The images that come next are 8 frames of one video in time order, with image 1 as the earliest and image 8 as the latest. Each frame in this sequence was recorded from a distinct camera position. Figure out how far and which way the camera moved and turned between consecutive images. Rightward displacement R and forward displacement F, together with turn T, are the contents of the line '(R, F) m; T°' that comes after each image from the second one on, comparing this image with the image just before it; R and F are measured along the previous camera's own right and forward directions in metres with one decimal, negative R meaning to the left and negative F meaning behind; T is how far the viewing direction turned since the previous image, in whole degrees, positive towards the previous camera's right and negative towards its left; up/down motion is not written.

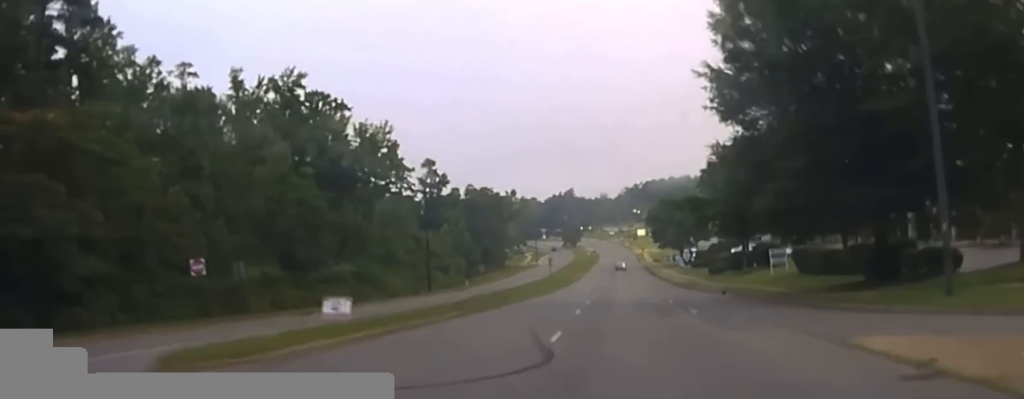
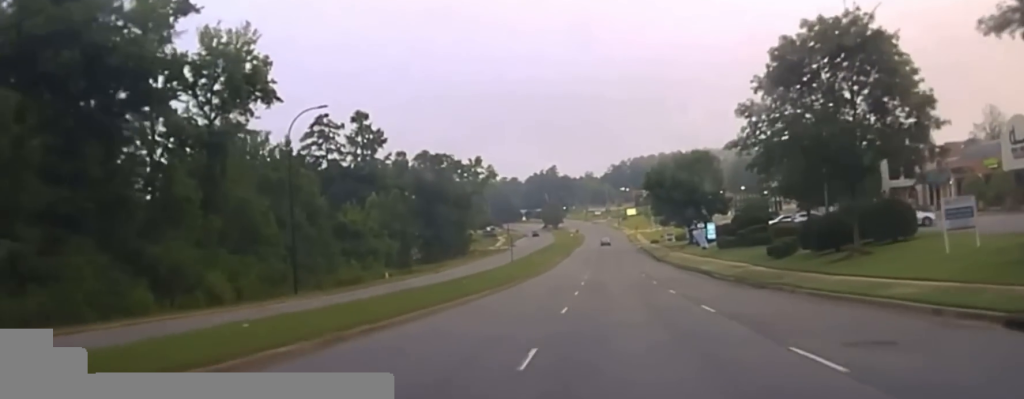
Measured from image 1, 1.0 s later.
(-1.7, +44.2) m; +2°
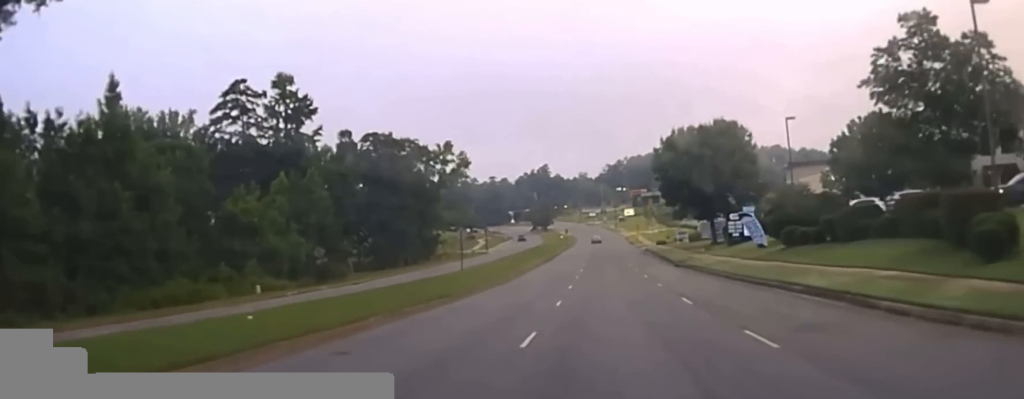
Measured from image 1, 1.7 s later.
(+2.3, +33.5) m; +2°
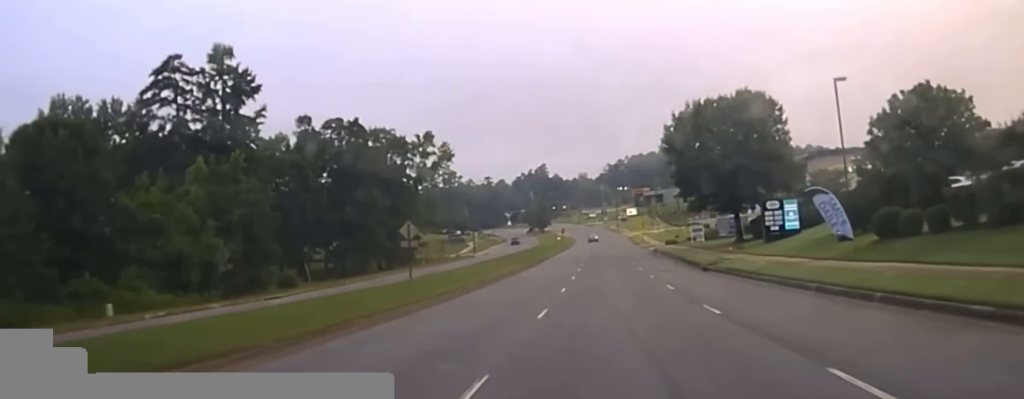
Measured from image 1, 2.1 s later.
(+0.7, +18.1) m; +1°
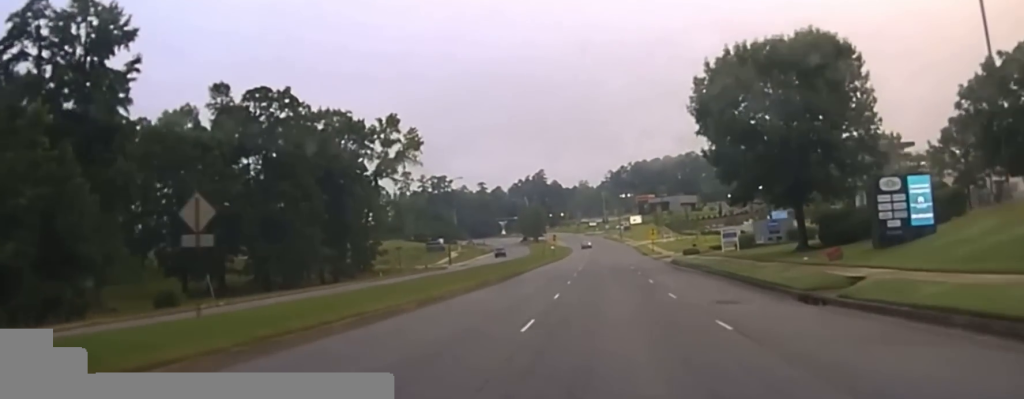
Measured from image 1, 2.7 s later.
(-0.8, +25.1) m; -1°
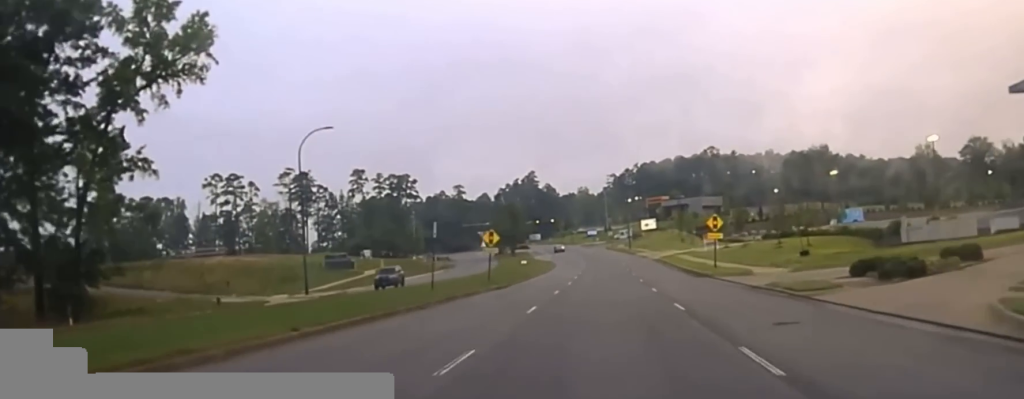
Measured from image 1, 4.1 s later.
(-1.1, +62.1) m; -1°
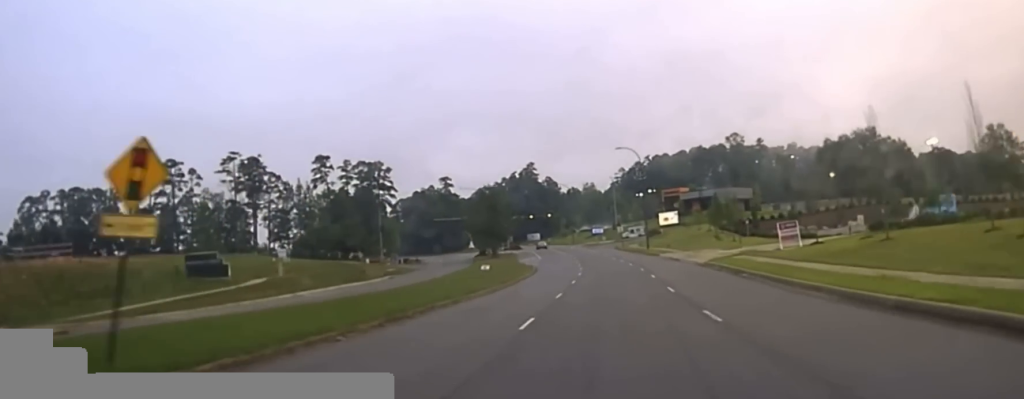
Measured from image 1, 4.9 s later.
(+0.1, +46.1) m; -1°
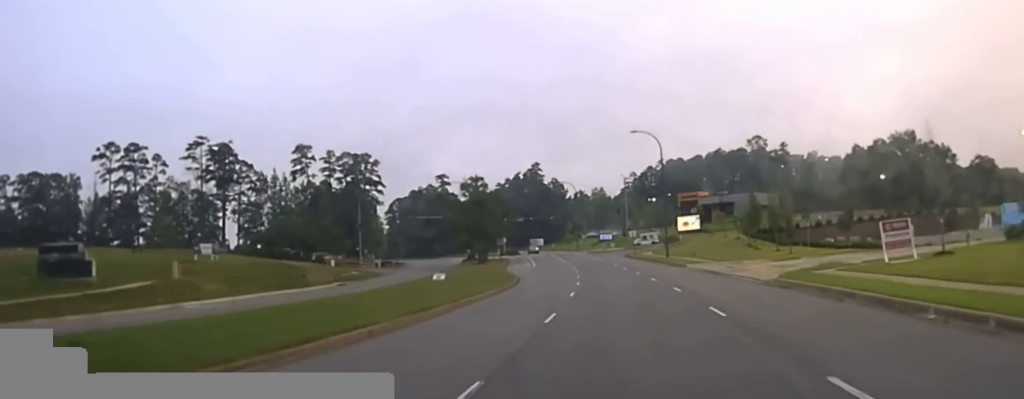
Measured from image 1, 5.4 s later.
(-0.3, +23.9) m; -1°
